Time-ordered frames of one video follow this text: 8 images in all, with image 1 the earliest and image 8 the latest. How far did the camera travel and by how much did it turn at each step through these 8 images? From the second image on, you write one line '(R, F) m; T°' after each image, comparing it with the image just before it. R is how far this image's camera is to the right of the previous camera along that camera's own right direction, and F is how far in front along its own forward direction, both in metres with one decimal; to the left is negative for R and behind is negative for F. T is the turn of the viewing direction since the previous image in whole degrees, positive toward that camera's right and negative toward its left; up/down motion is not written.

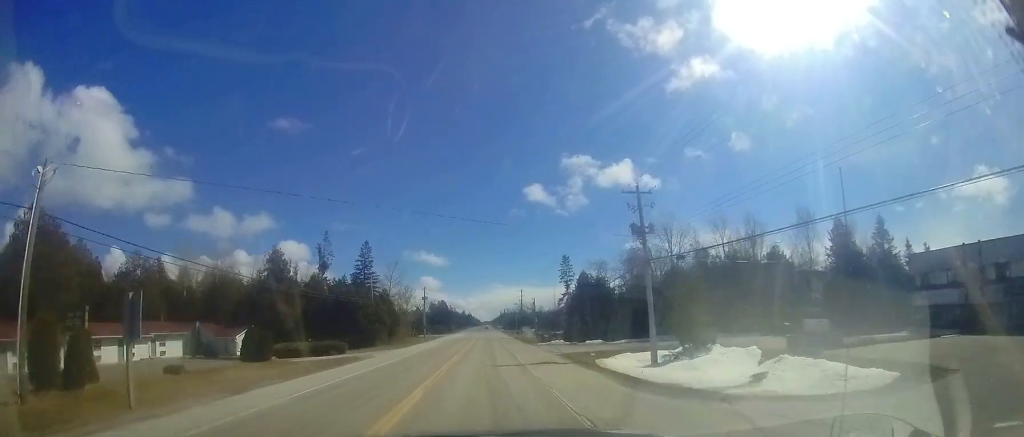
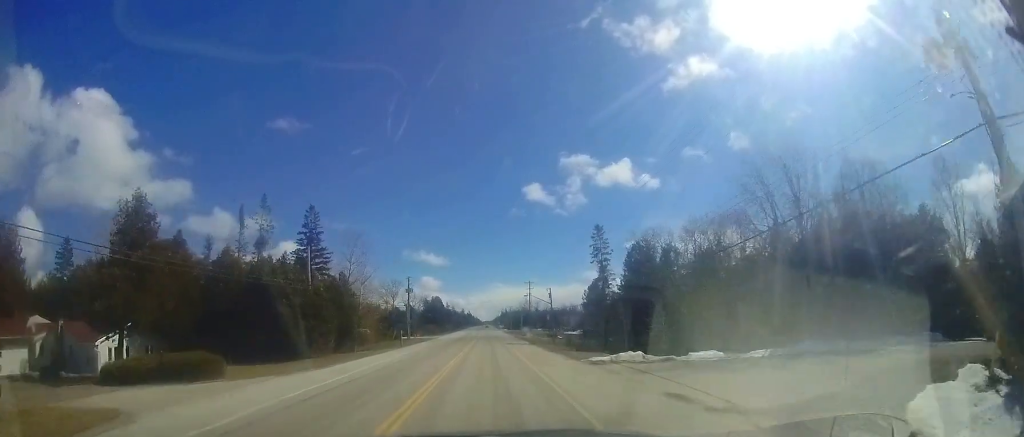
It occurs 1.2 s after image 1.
(-0.1, +18.8) m; -1°
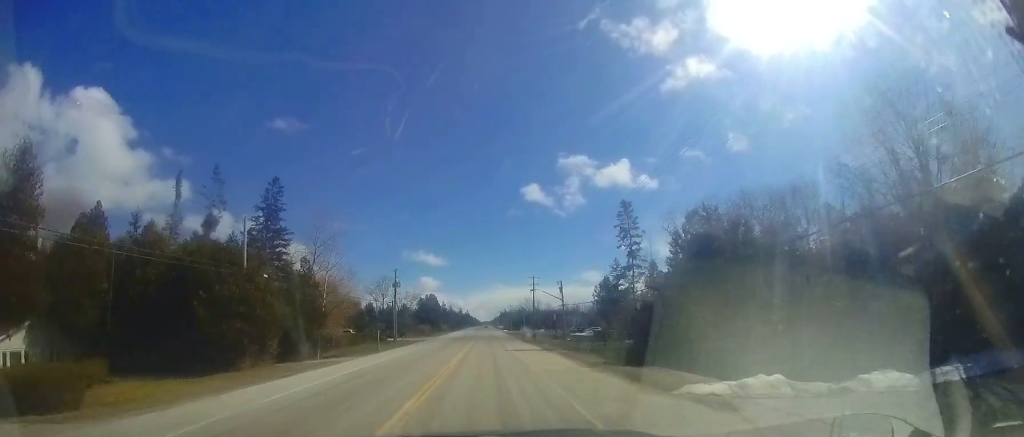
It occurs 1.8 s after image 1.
(-0.2, +9.4) m; 0°
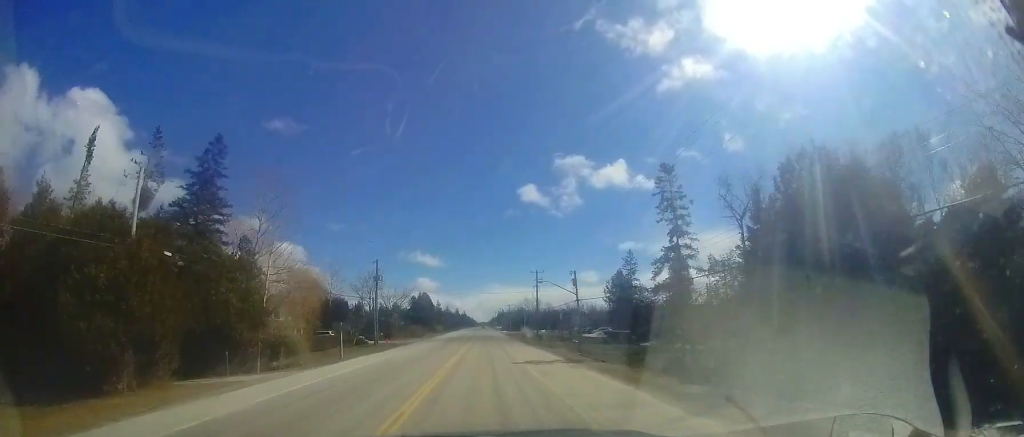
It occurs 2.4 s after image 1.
(+0.1, +9.0) m; 0°
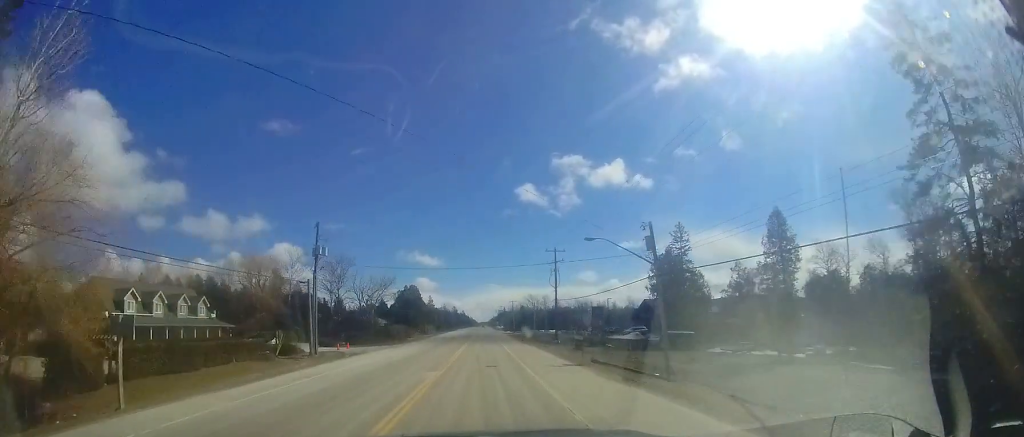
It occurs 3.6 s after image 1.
(0.0, +18.9) m; 0°
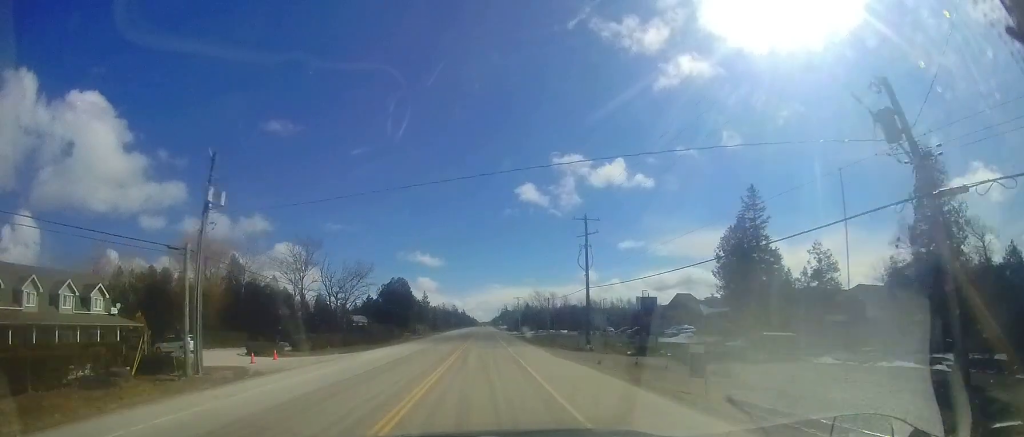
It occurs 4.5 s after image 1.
(+0.1, +14.9) m; 0°
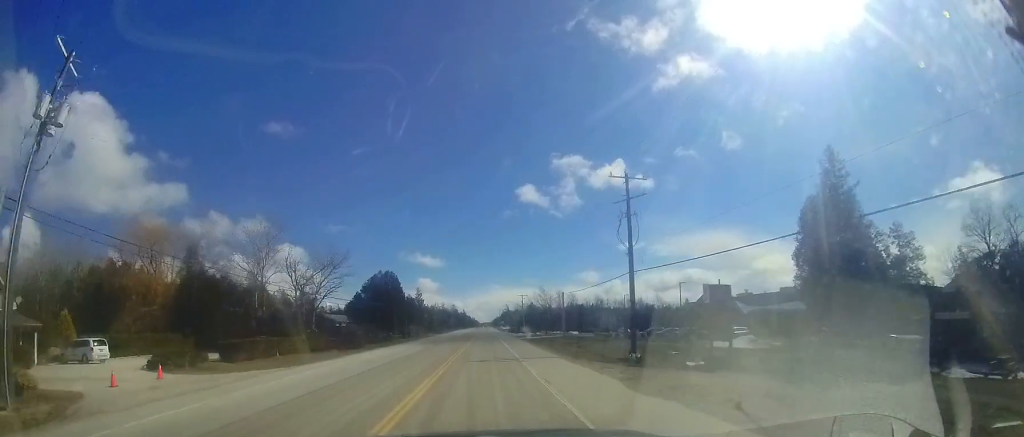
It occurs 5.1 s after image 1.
(+0.1, +10.7) m; 0°
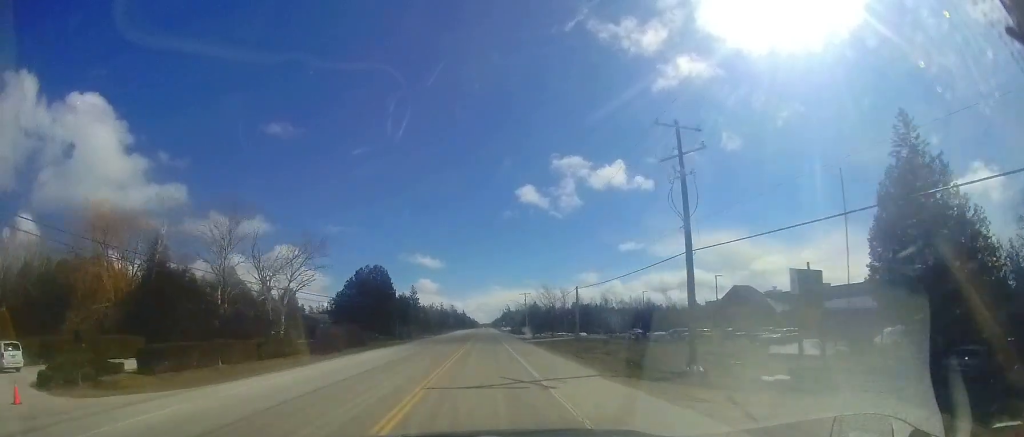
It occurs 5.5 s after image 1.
(-0.1, +7.5) m; 0°
